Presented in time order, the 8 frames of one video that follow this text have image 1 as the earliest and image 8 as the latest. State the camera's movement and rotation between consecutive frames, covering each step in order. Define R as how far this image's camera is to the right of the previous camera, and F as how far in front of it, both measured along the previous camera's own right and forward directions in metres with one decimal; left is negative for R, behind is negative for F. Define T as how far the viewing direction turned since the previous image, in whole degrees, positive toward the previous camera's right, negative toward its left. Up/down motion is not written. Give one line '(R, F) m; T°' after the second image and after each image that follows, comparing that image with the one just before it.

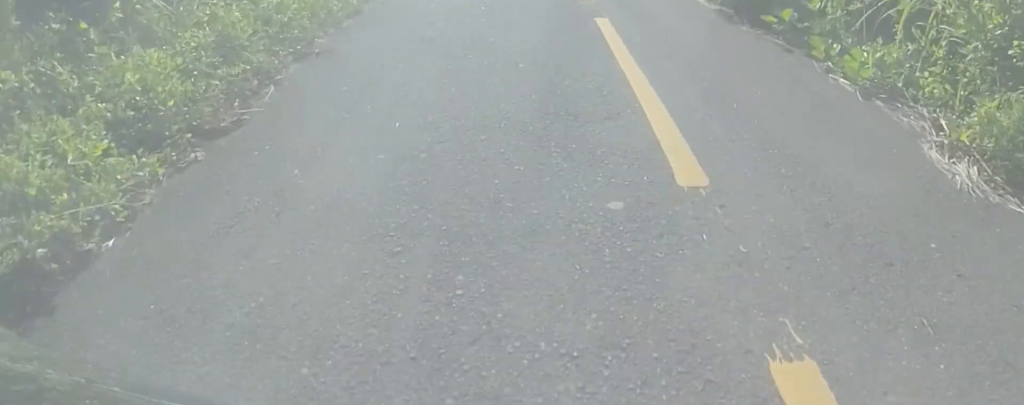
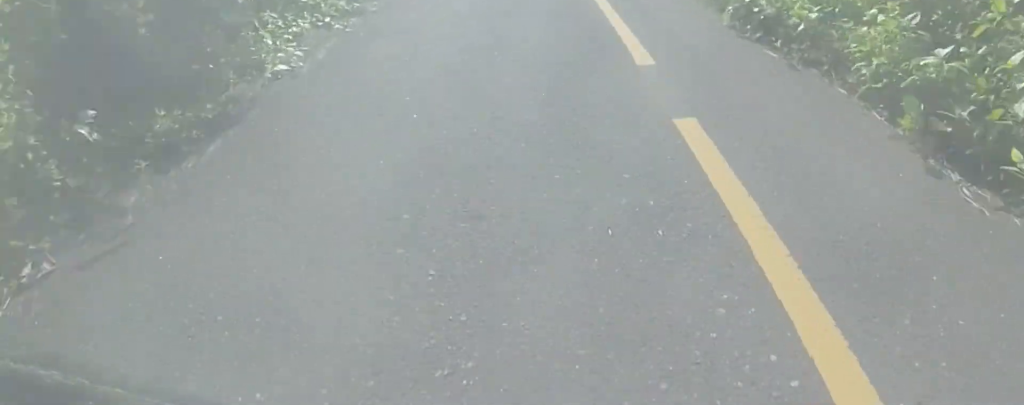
(-0.6, +11.3) m; 0°
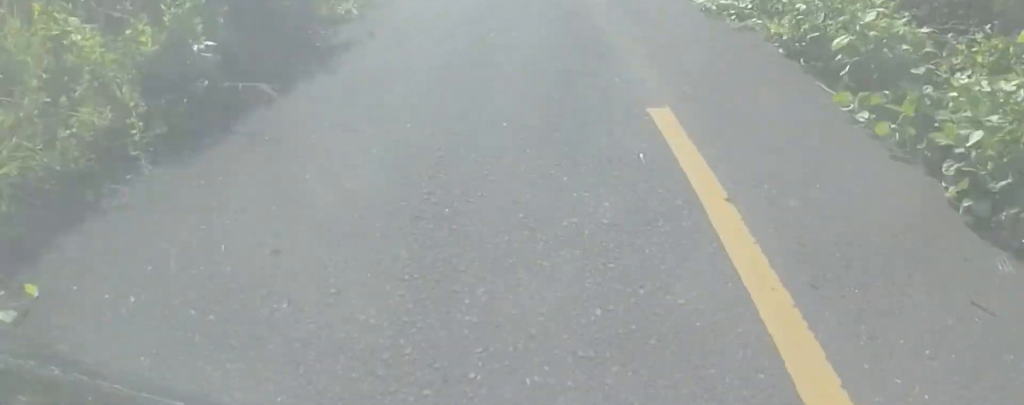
(+0.3, +12.3) m; +2°
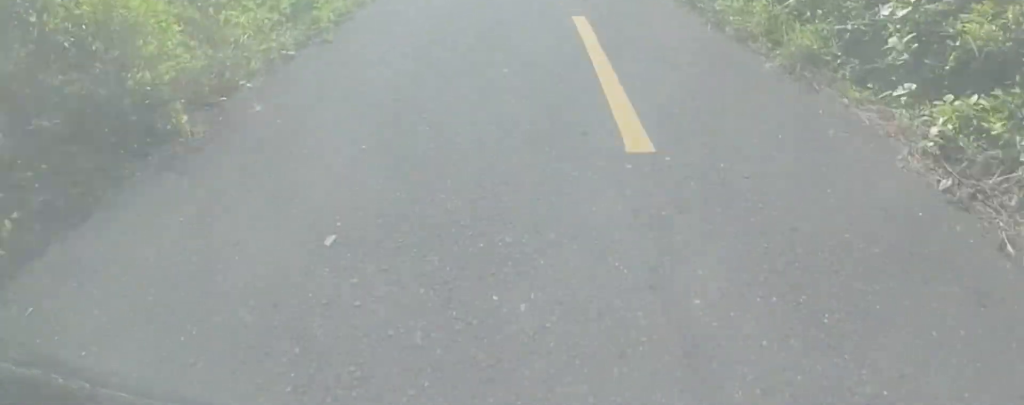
(+0.5, +14.0) m; +2°
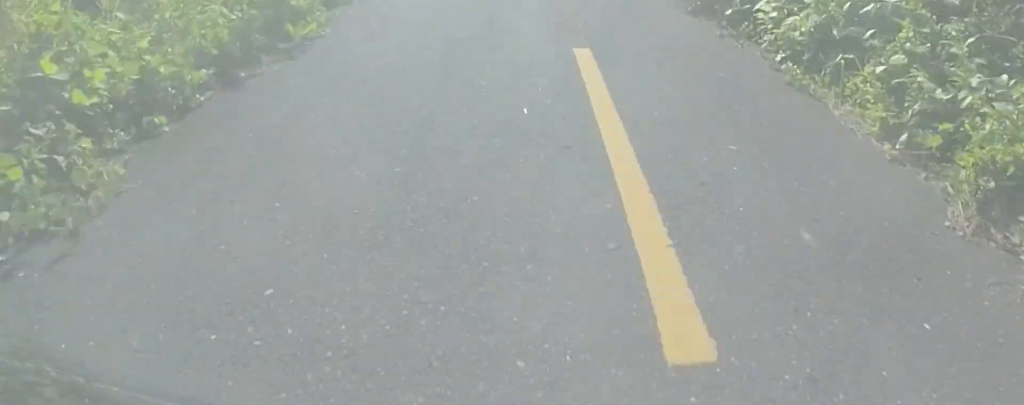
(0.0, +9.6) m; 0°
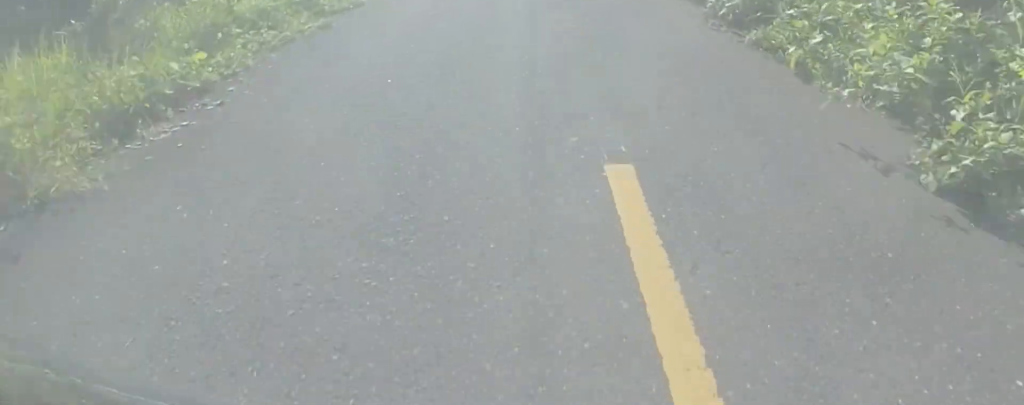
(0.0, +10.2) m; -3°
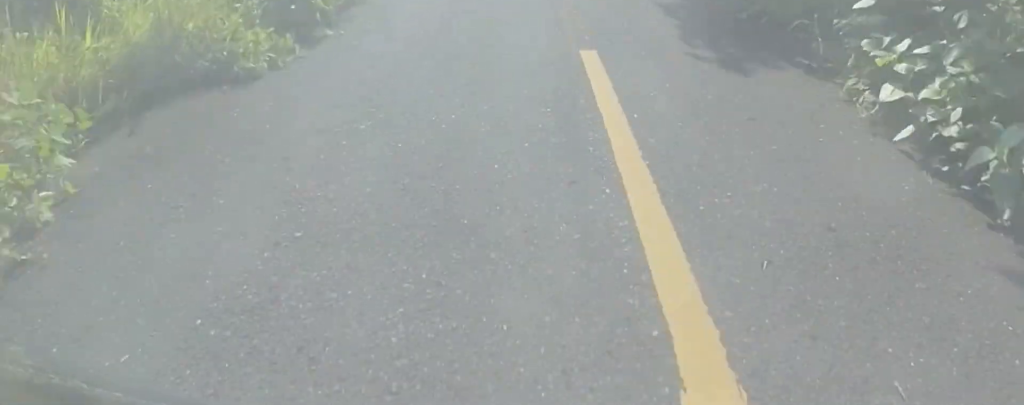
(-0.3, +6.6) m; 0°
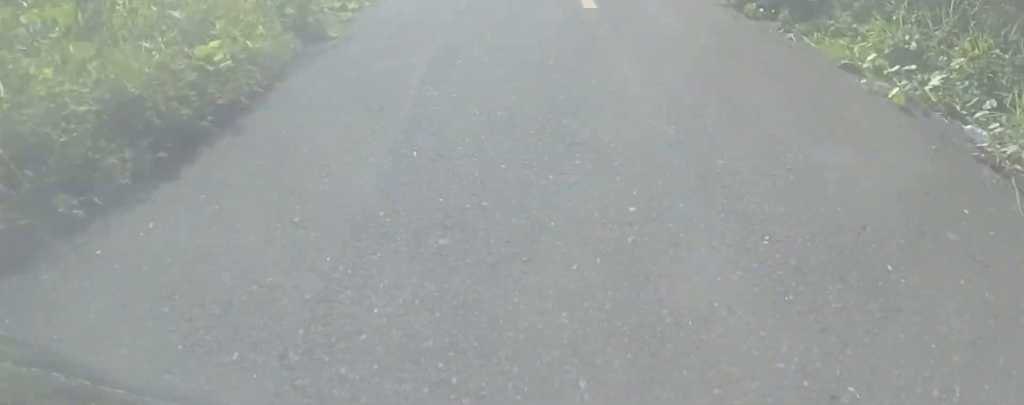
(+0.1, +12.4) m; +2°
